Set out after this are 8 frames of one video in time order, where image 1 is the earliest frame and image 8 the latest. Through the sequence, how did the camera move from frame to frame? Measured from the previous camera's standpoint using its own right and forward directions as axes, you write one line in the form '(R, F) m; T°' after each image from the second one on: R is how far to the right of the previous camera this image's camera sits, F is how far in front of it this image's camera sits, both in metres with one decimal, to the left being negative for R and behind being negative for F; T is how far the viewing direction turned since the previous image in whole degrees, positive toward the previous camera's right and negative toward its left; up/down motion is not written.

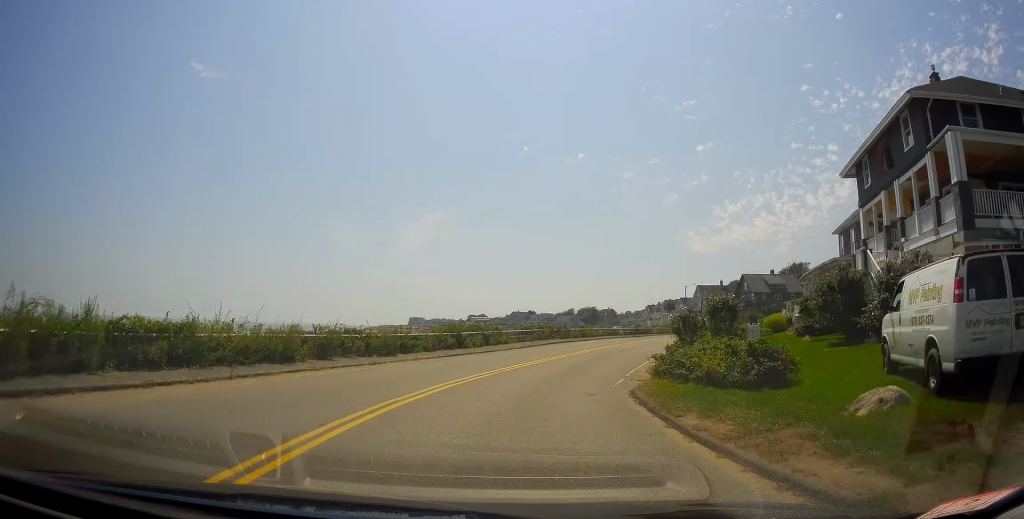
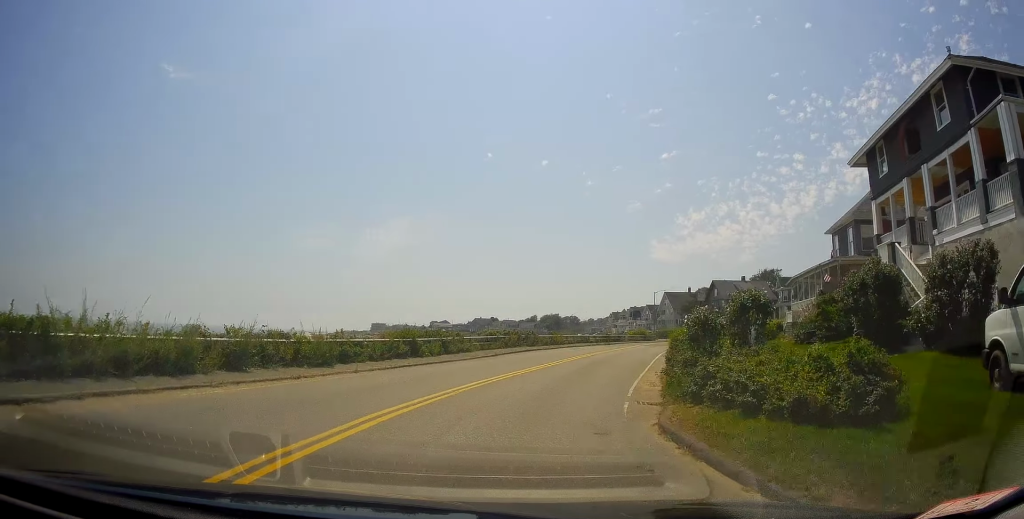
(0.0, +3.9) m; +1°
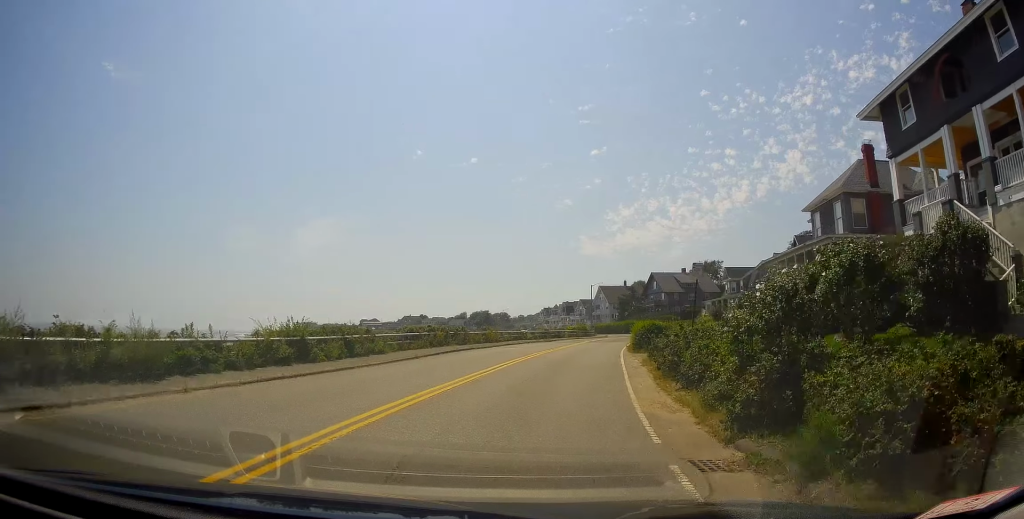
(-0.1, +5.6) m; +6°
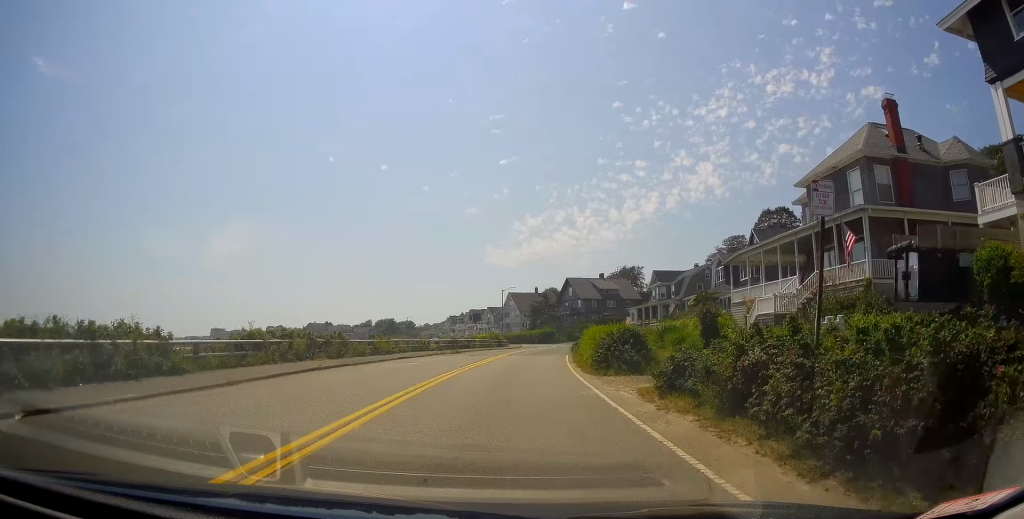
(+1.2, +9.0) m; +13°
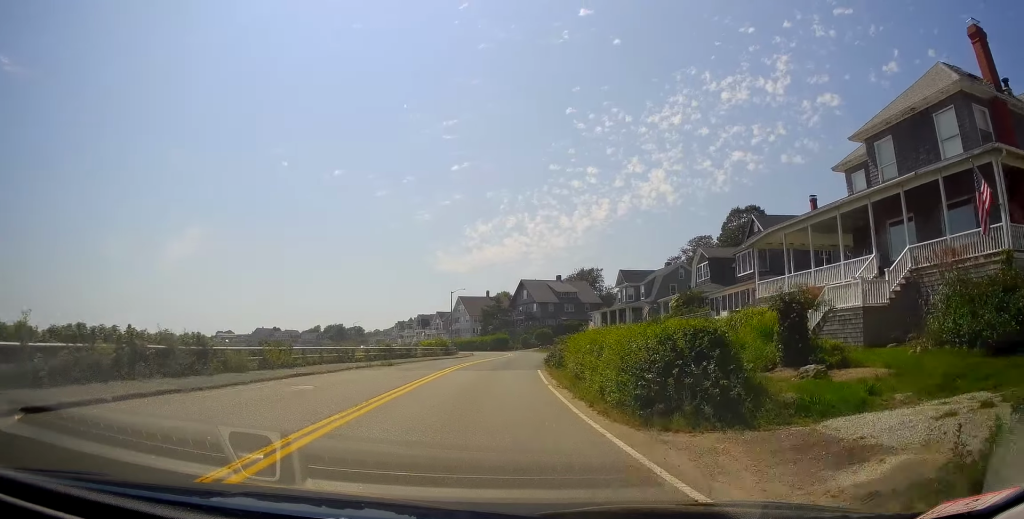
(+0.8, +8.9) m; +5°
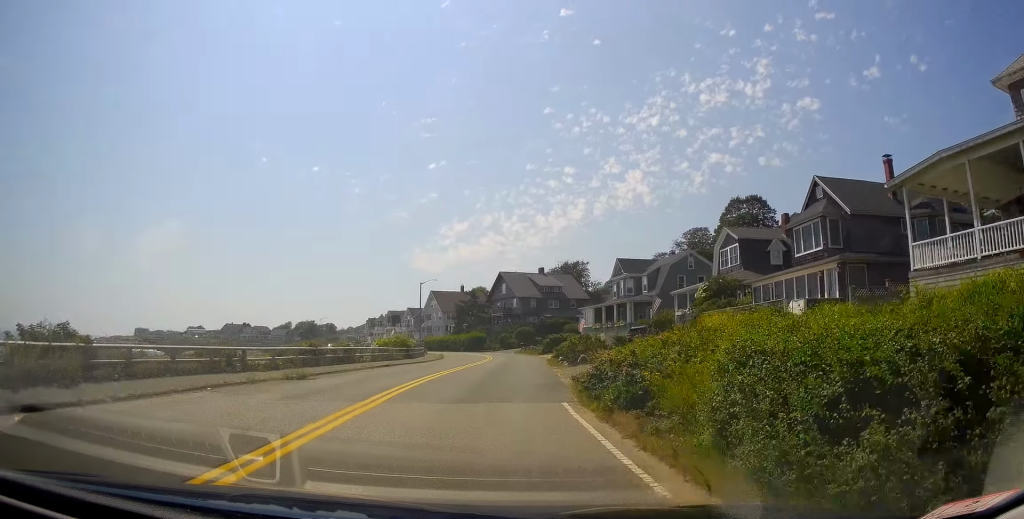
(+0.3, +13.7) m; +3°
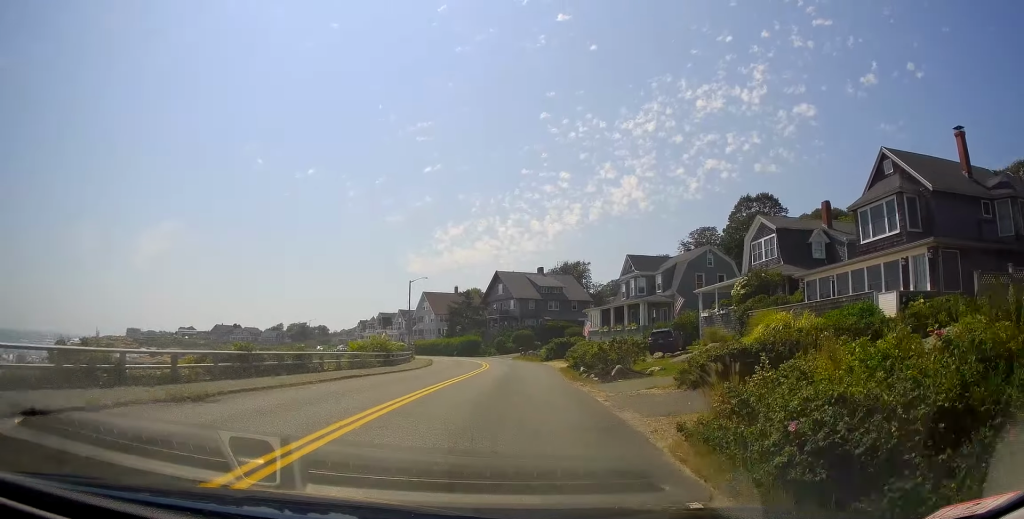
(+0.2, +9.0) m; +4°
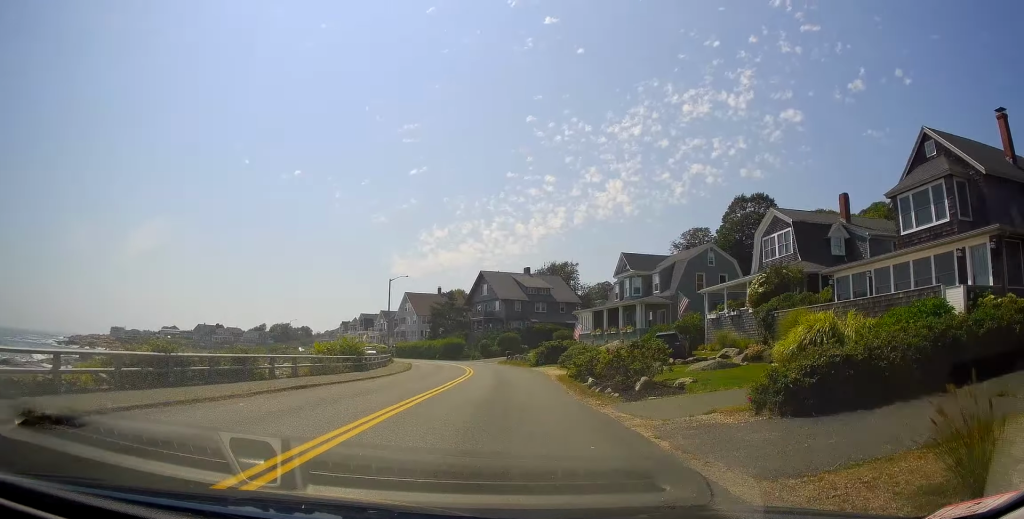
(-0.3, +6.3) m; +12°
